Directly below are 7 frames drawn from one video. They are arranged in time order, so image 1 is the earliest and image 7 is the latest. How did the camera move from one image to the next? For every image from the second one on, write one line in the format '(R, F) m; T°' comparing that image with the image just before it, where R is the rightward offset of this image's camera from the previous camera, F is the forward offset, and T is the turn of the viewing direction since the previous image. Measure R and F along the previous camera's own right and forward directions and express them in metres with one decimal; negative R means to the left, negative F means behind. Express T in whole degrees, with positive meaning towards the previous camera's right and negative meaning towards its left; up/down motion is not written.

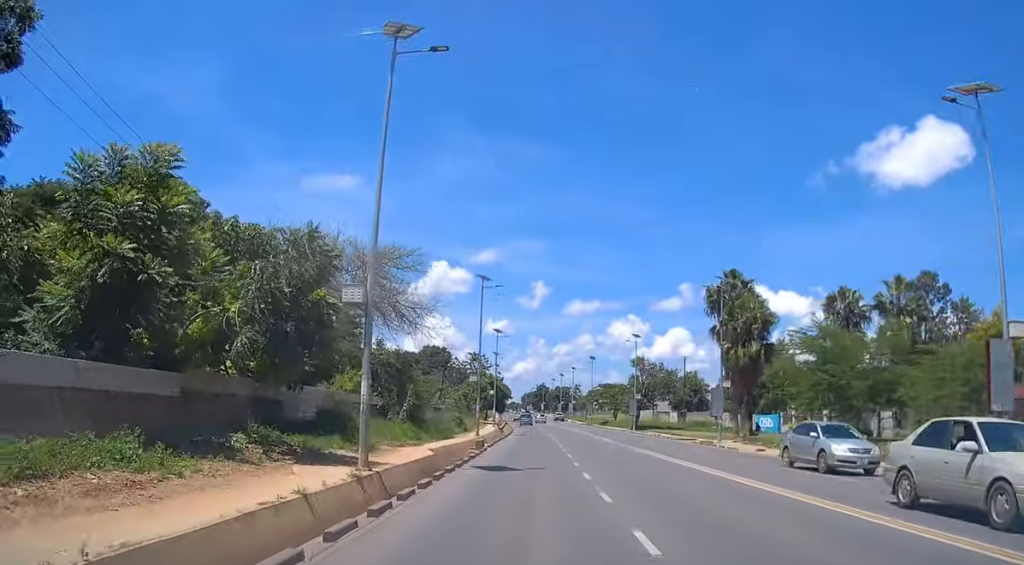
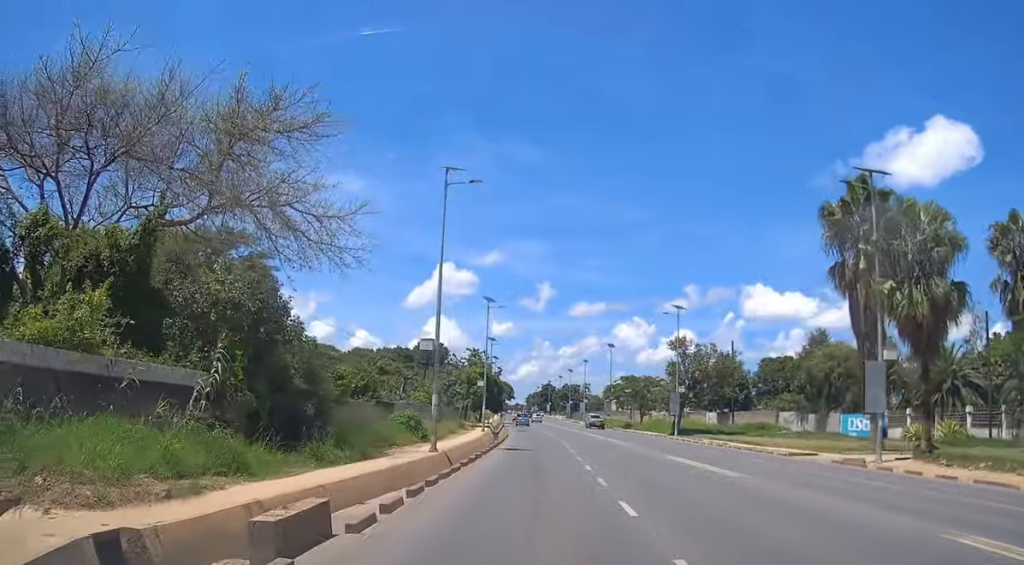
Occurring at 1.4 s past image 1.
(+0.1, +24.4) m; -1°
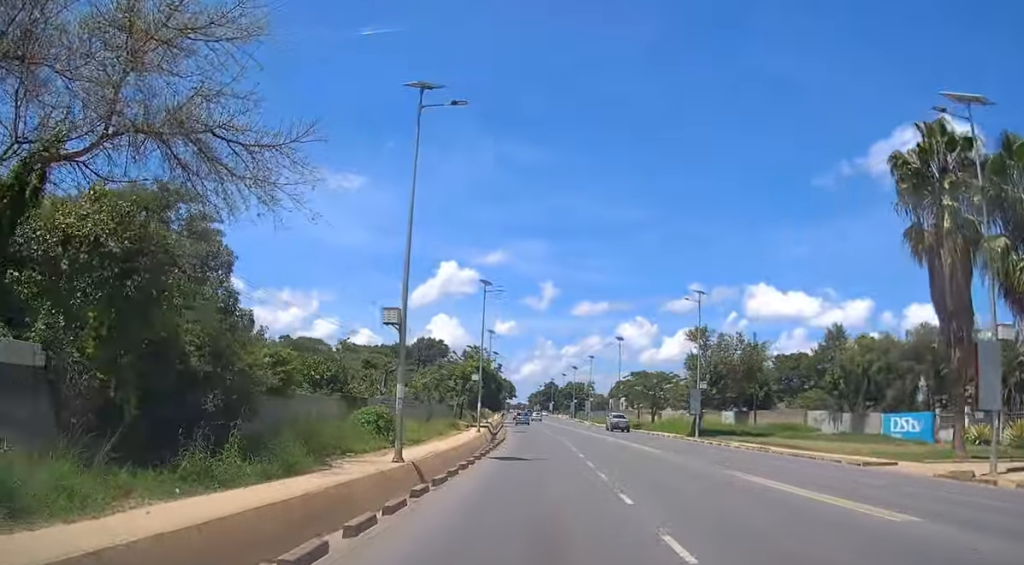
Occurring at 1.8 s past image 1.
(-0.1, +7.8) m; 0°
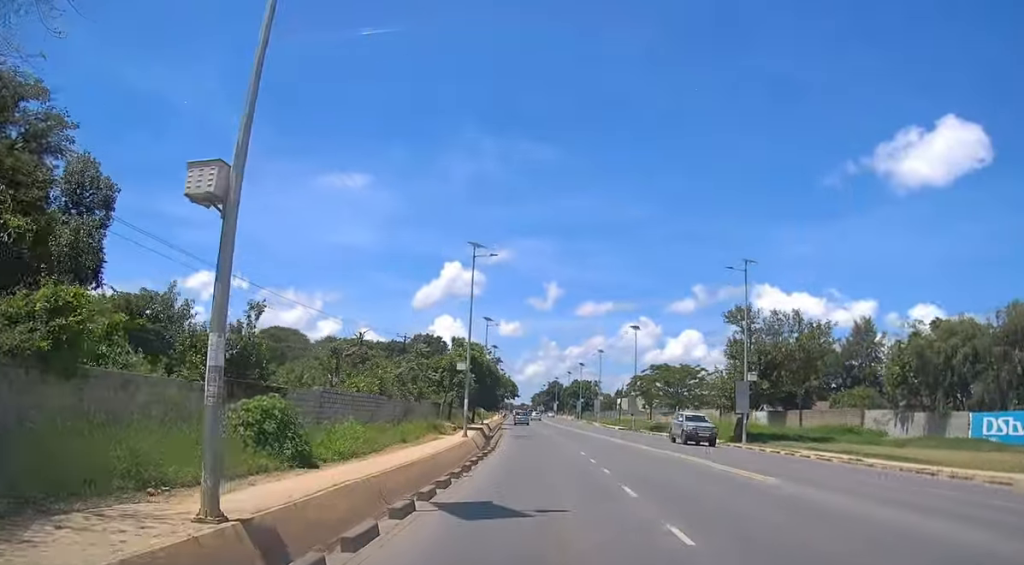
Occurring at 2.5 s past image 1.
(-0.1, +12.5) m; 0°
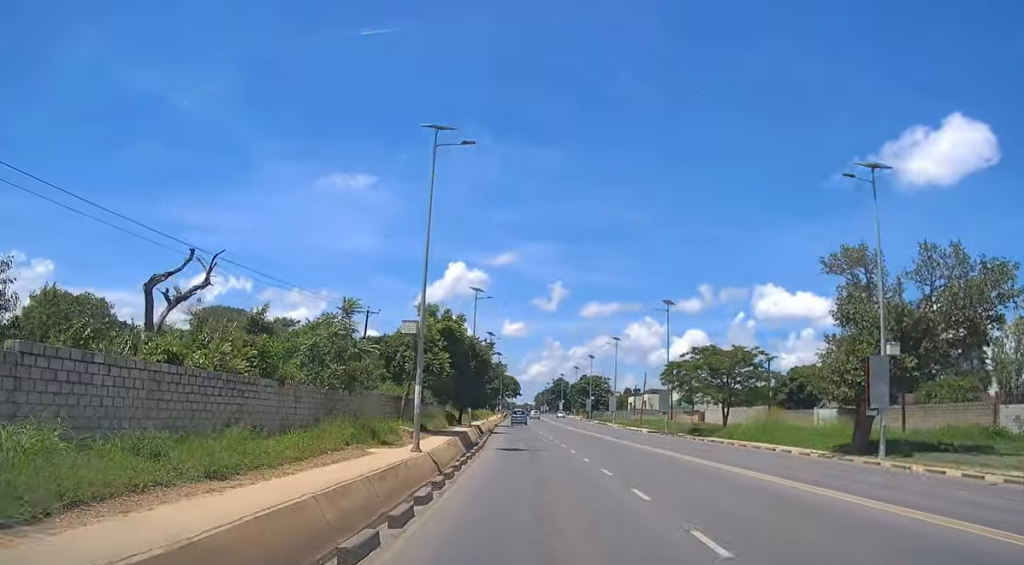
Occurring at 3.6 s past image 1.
(+0.1, +18.8) m; 0°
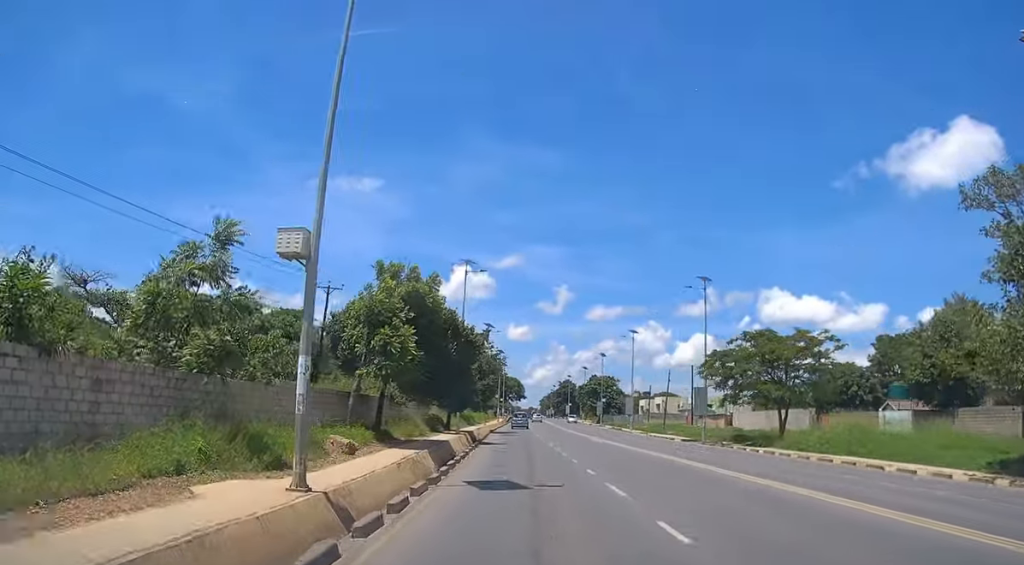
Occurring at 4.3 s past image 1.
(-0.2, +13.1) m; -1°
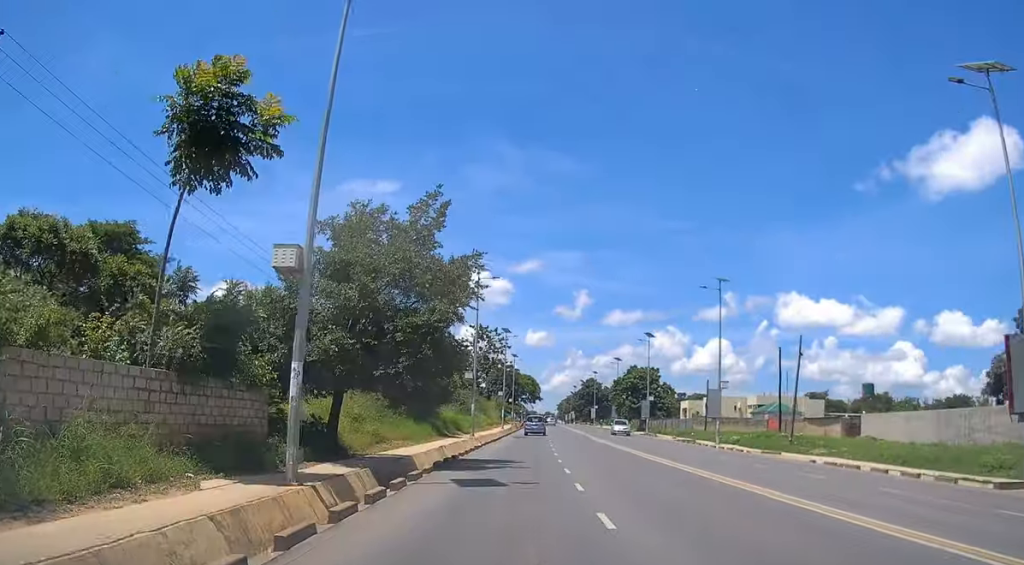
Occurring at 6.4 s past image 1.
(-0.1, +35.2) m; -1°
